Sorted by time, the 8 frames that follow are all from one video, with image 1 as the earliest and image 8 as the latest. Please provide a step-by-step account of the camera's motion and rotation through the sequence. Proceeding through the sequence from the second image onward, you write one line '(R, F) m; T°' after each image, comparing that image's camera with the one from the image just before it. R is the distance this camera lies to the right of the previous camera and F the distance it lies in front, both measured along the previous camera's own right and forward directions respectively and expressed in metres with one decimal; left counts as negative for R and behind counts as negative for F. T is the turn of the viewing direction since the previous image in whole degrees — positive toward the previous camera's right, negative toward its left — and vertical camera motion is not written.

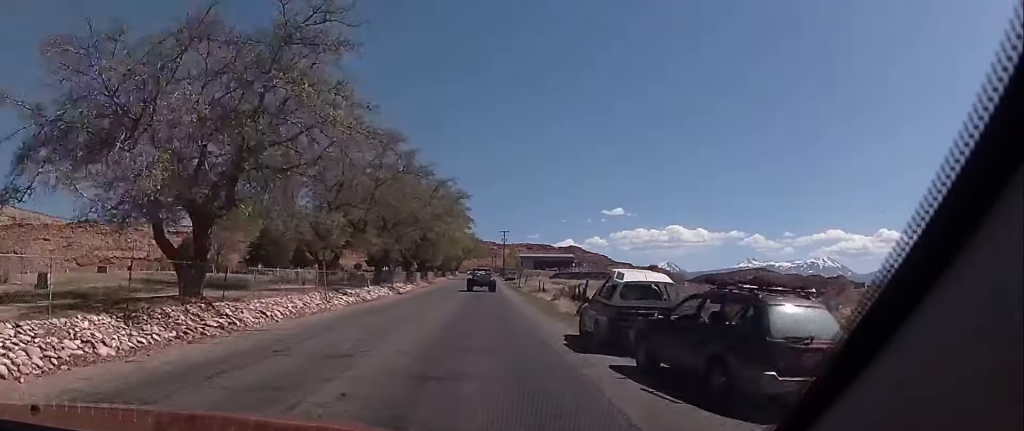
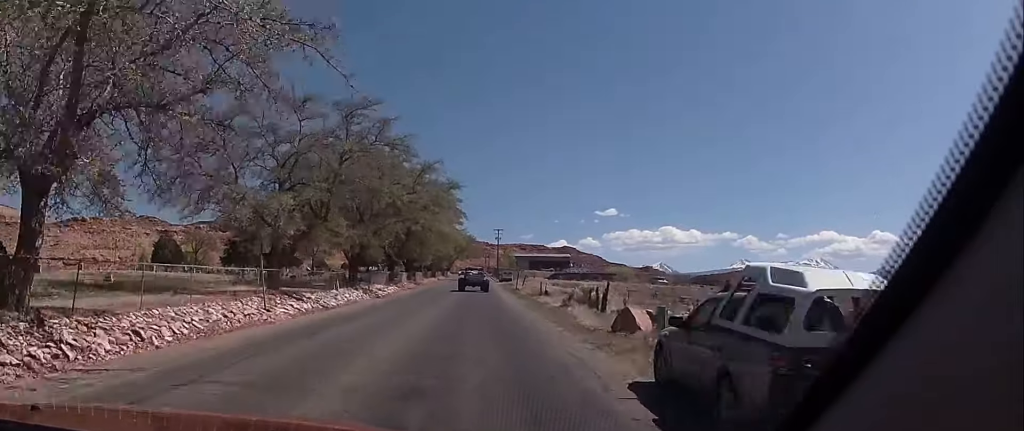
(0.0, +8.5) m; 0°
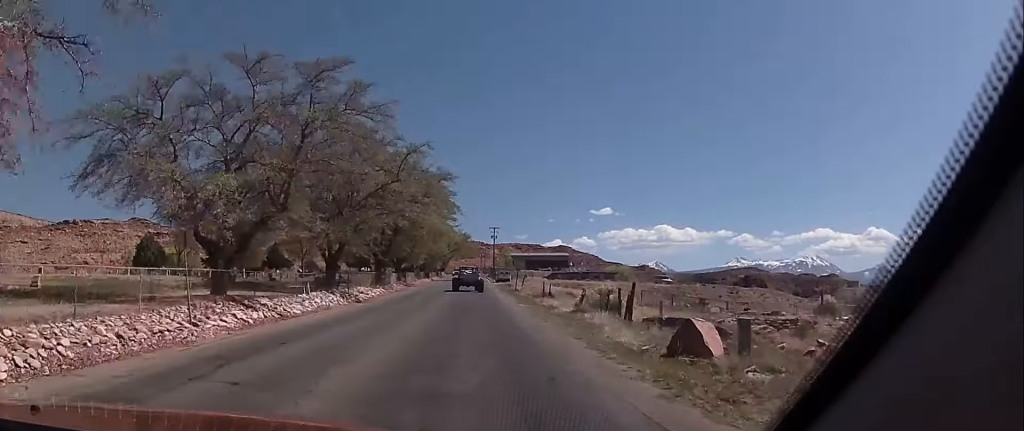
(0.0, +6.3) m; 0°
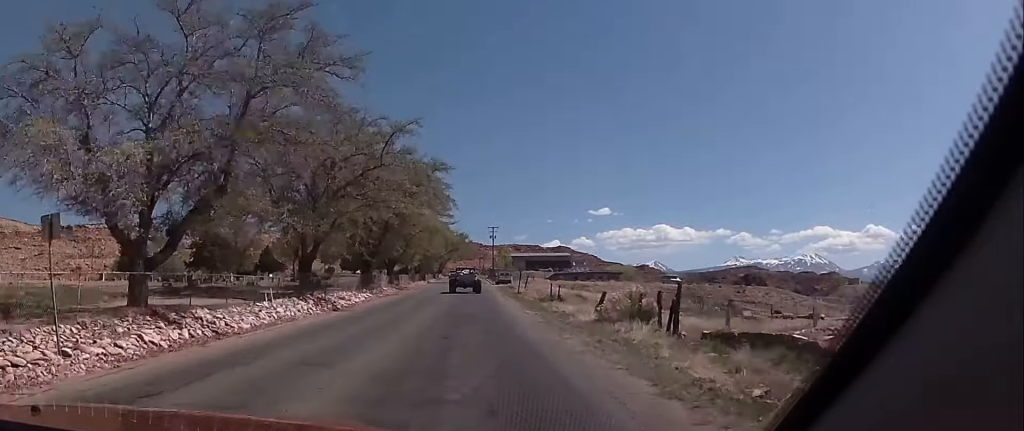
(0.0, +6.3) m; 0°
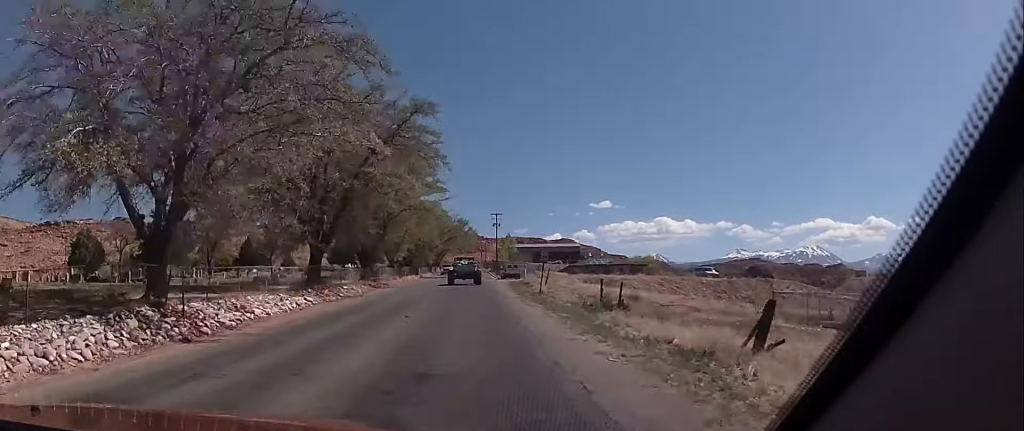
(0.0, +18.1) m; +2°
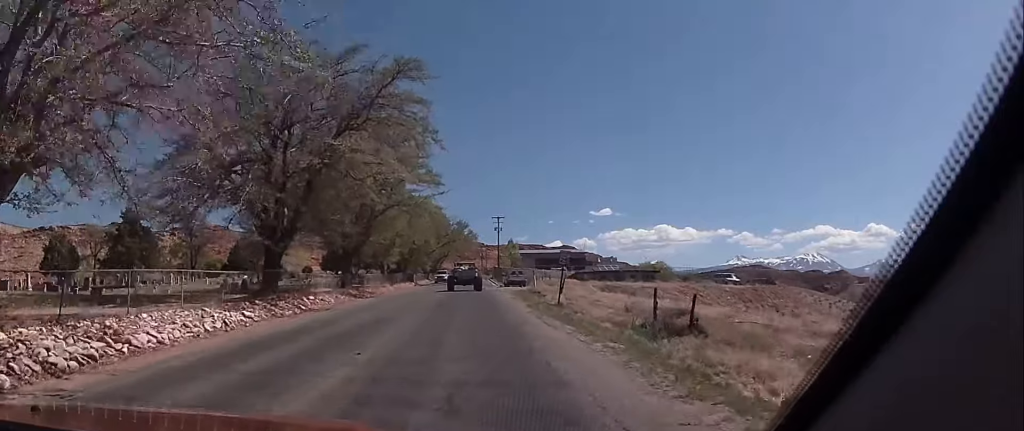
(+0.3, +8.4) m; +1°
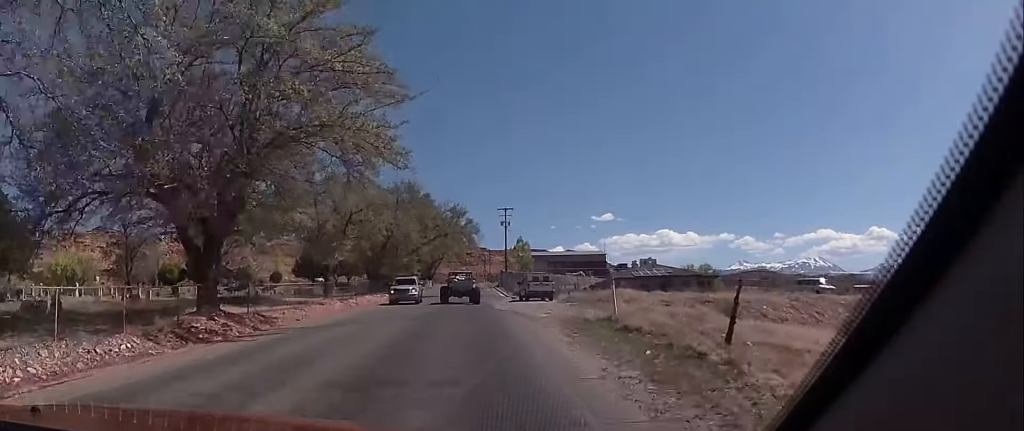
(+0.1, +25.1) m; -2°
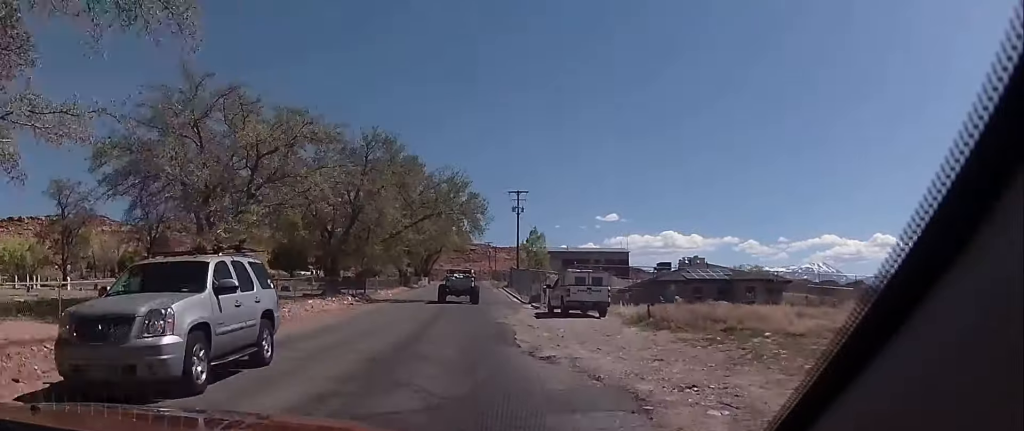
(-0.5, +18.5) m; -2°
